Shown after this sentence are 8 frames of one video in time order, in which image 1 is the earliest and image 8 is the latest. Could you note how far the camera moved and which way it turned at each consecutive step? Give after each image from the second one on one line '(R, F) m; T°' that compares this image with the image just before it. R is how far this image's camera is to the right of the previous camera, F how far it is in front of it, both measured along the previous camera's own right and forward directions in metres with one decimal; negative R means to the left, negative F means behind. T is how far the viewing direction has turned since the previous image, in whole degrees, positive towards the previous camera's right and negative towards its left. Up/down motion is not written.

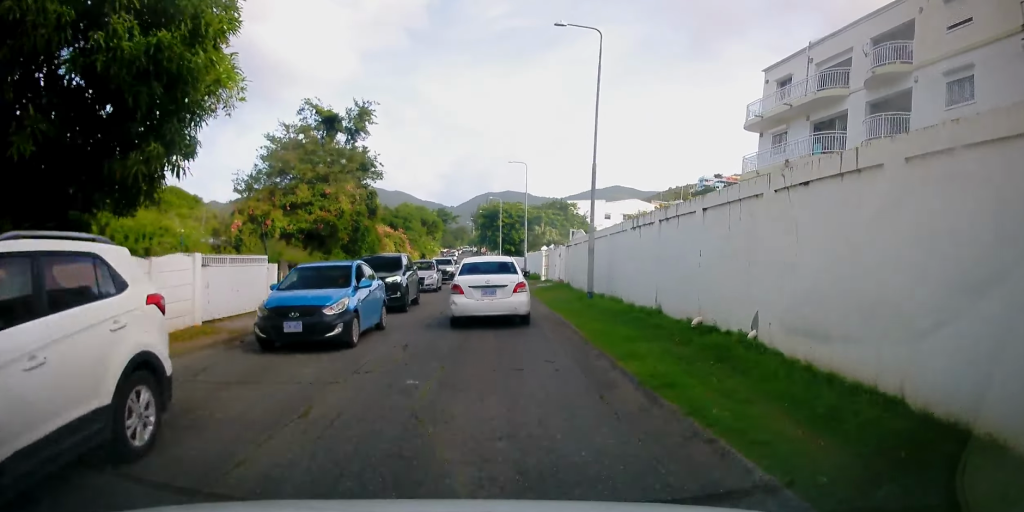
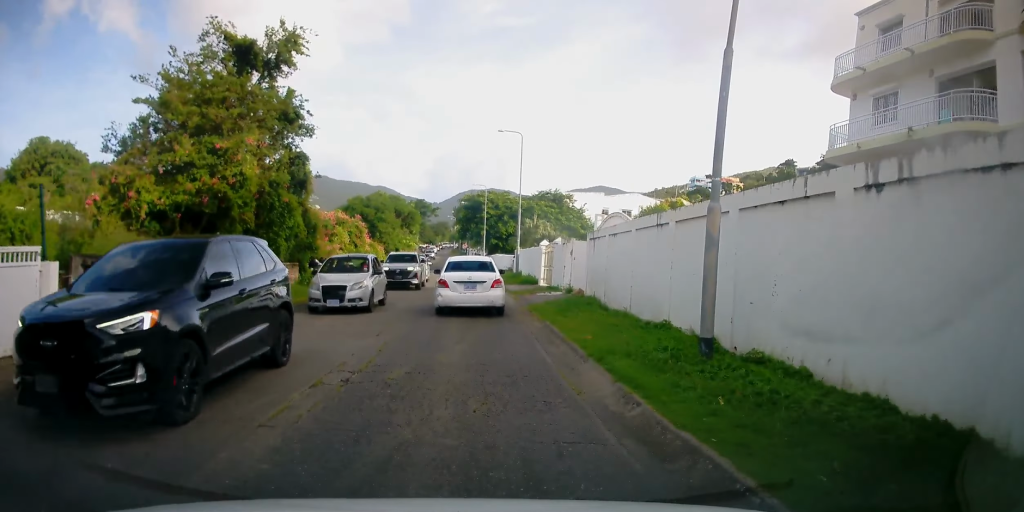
(+0.4, +9.7) m; +3°
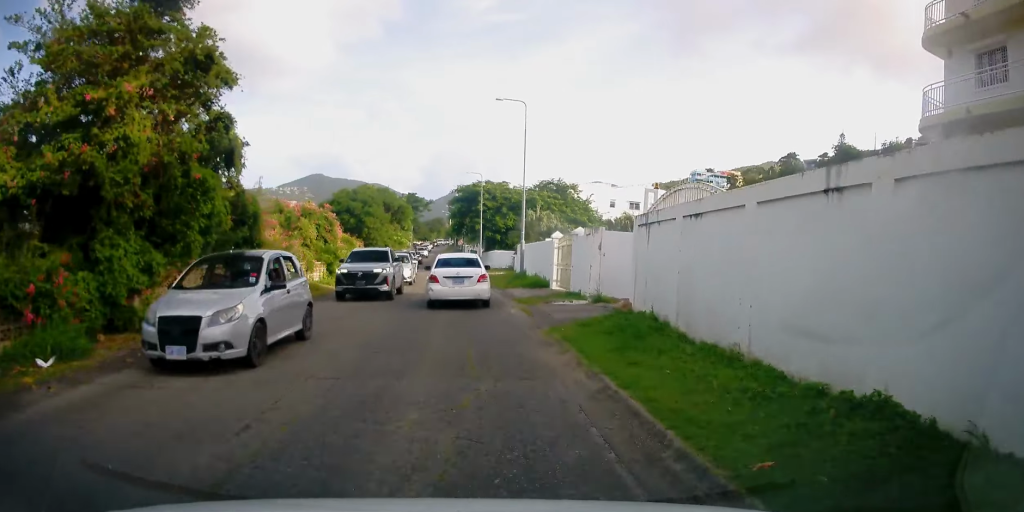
(0.0, +6.0) m; 0°
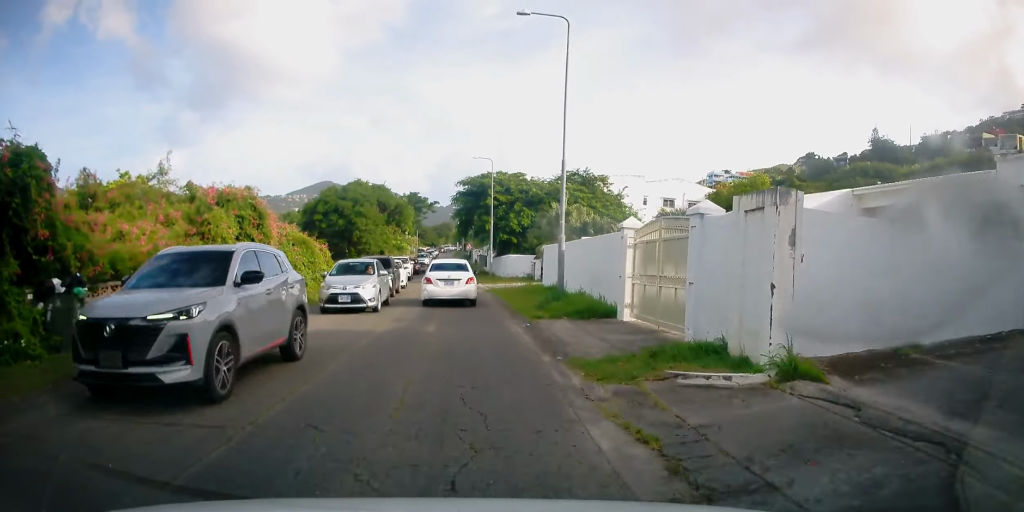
(0.0, +10.3) m; -3°
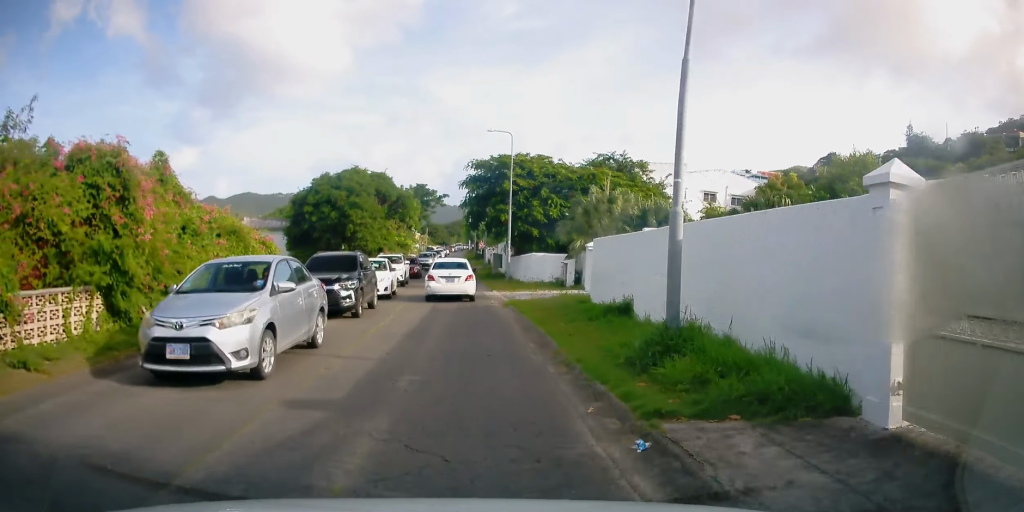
(-0.4, +8.2) m; -3°
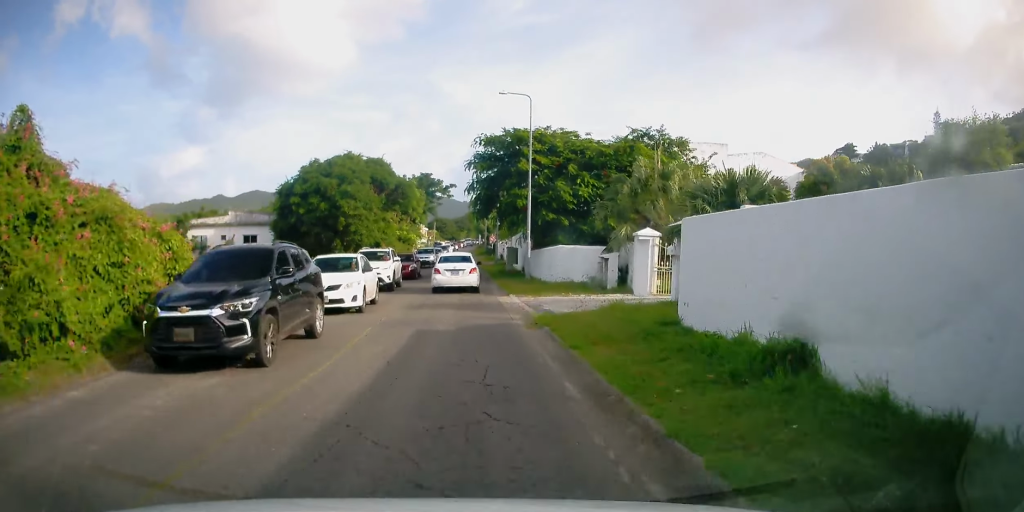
(-0.1, +6.6) m; -1°
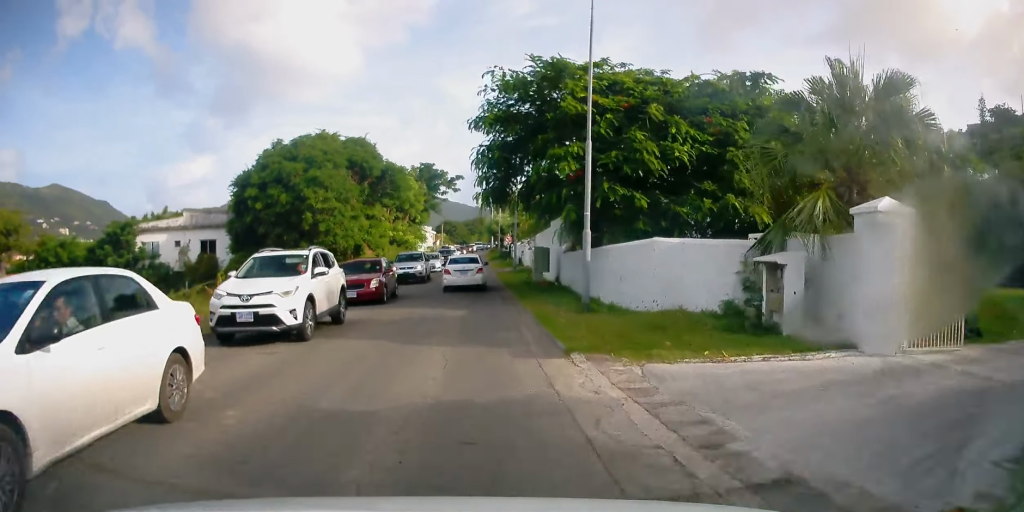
(0.0, +11.7) m; +1°
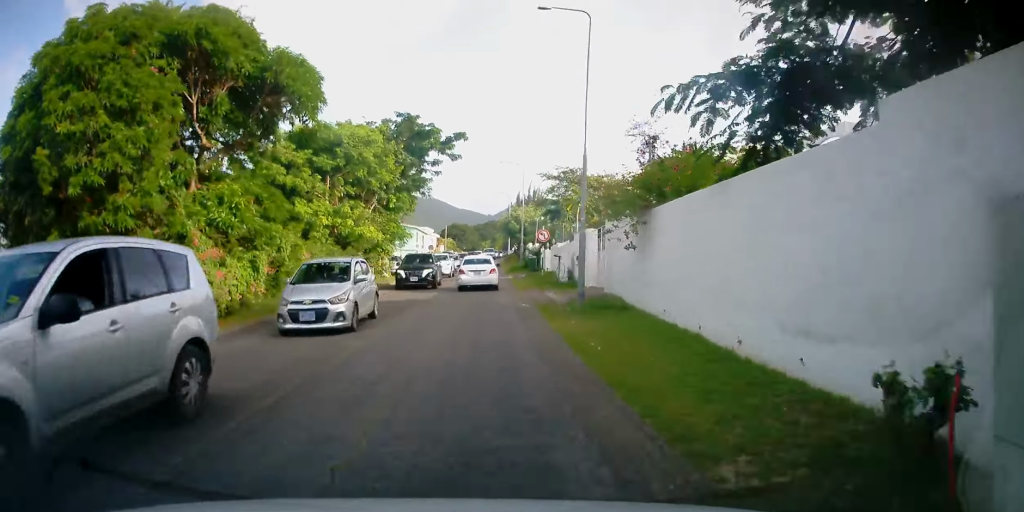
(+0.4, +22.4) m; -2°
